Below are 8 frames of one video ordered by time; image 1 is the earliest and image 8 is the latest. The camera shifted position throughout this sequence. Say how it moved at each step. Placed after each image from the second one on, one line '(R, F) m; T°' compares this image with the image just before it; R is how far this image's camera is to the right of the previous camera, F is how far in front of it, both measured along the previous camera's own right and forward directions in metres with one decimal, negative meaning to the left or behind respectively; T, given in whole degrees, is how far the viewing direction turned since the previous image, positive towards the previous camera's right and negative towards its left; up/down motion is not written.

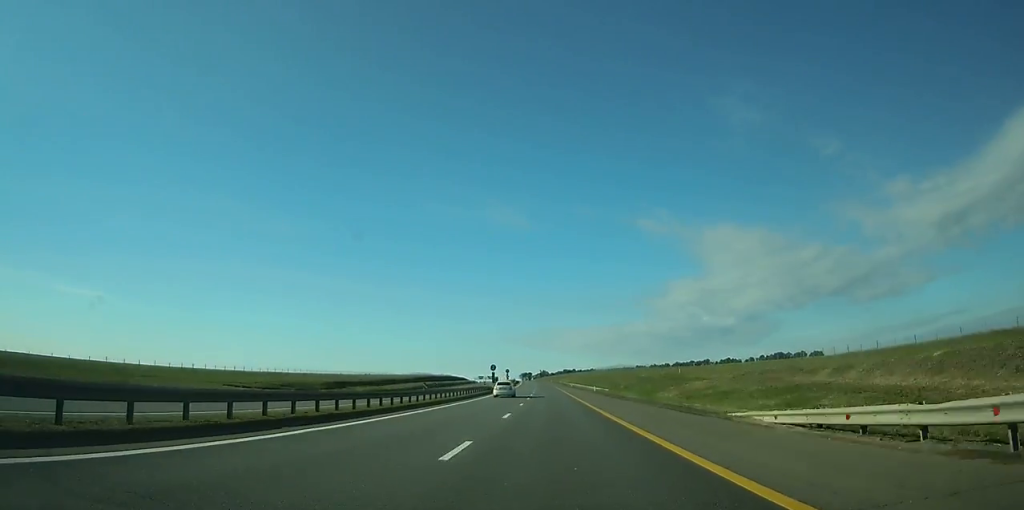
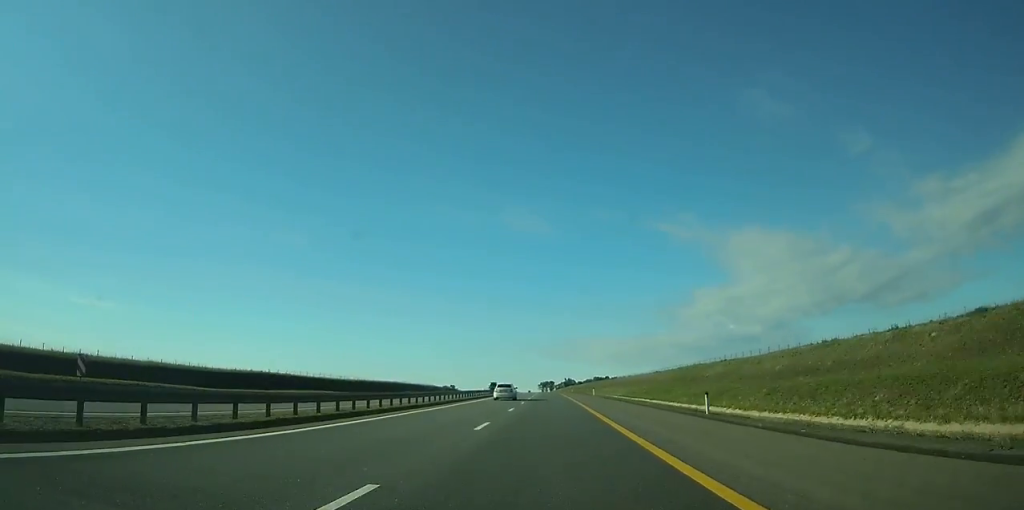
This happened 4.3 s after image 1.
(-1.9, +146.0) m; -2°
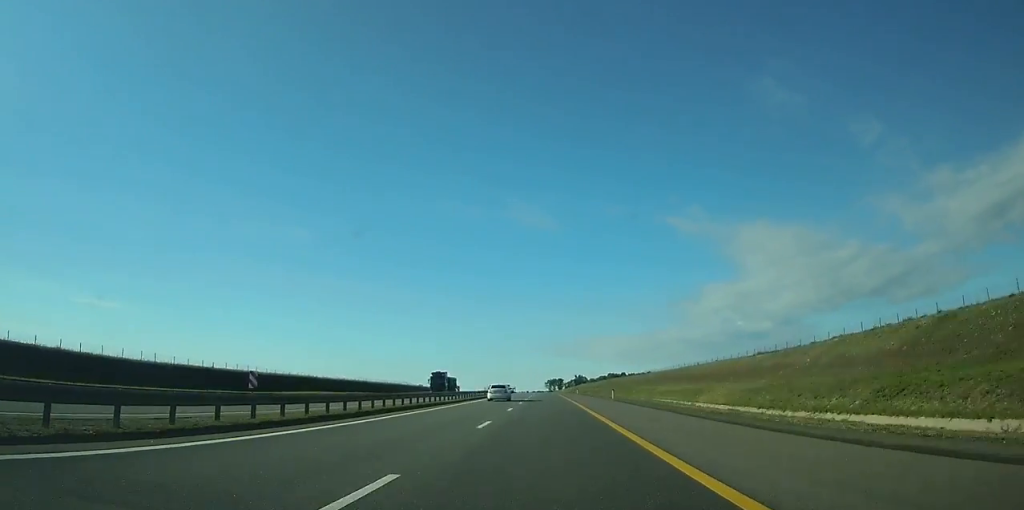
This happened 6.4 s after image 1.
(-0.7, +74.6) m; -1°
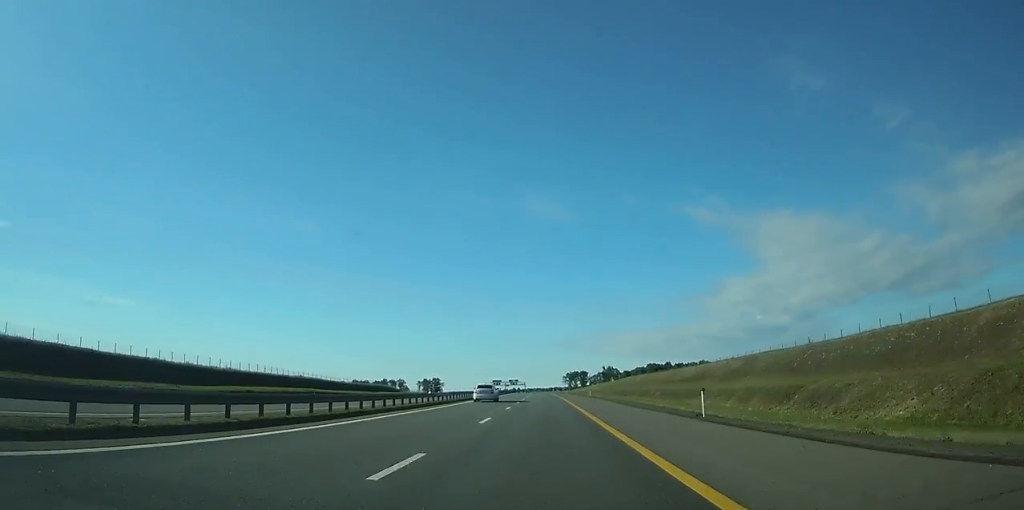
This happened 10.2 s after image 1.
(-1.8, +137.3) m; -2°
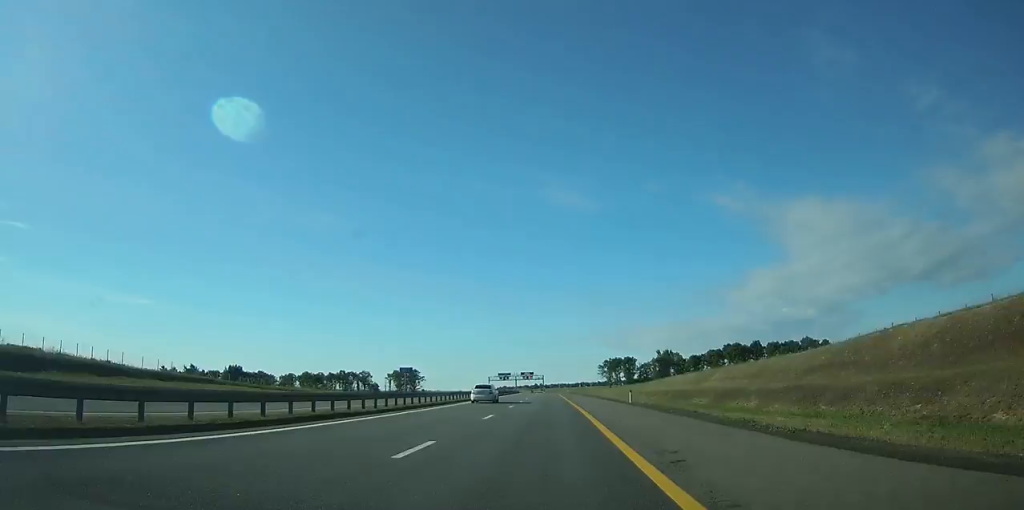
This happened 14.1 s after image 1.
(-2.2, +129.8) m; -2°
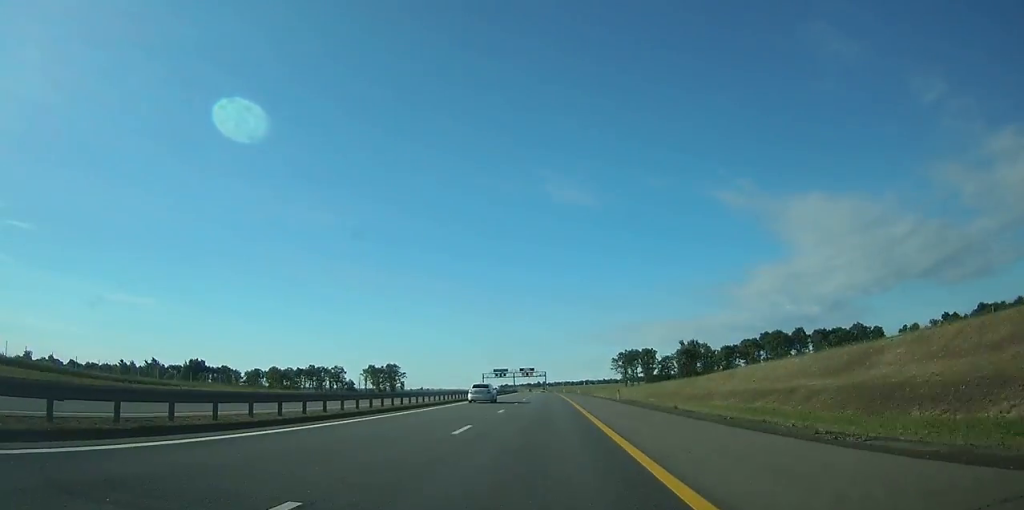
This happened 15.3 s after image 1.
(-0.4, +42.0) m; -1°
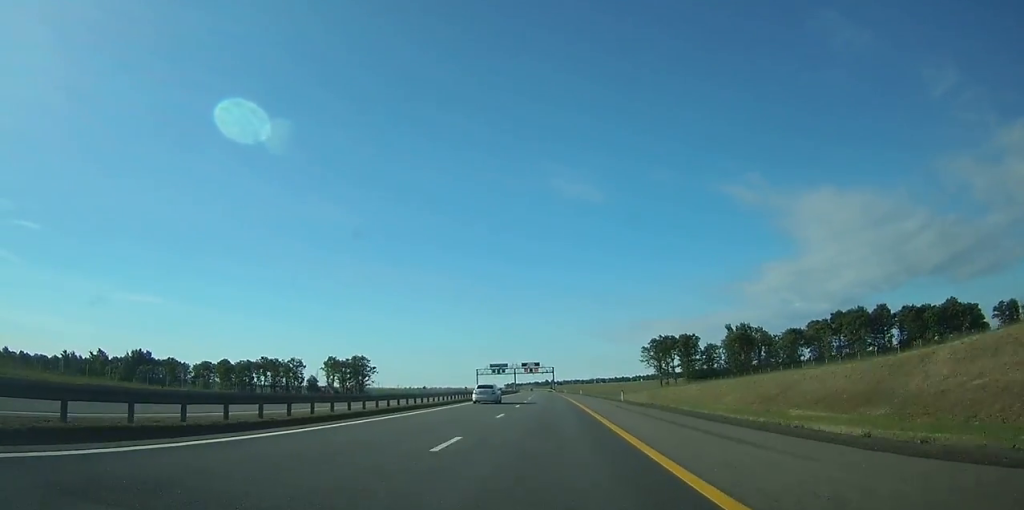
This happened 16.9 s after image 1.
(-0.2, +52.7) m; -1°
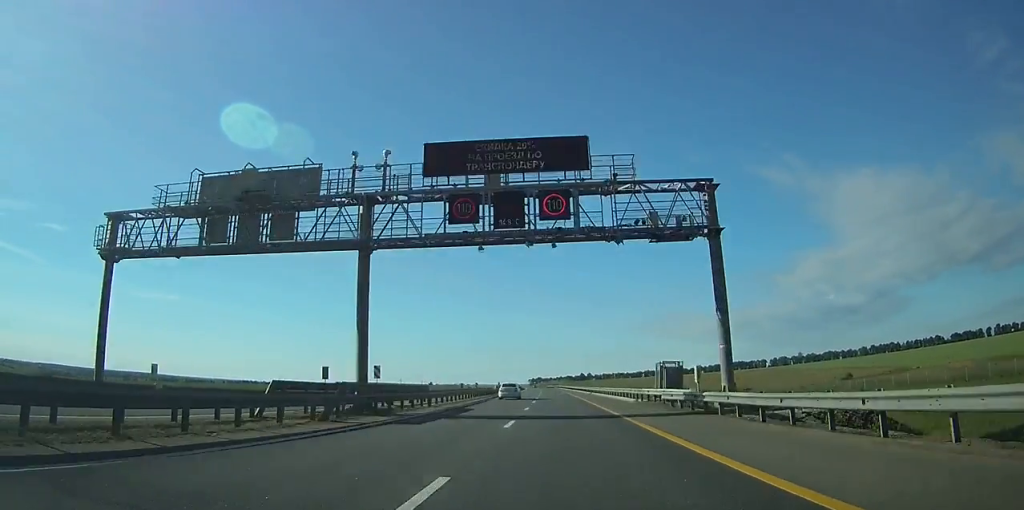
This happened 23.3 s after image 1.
(-5.7, +205.1) m; -3°
